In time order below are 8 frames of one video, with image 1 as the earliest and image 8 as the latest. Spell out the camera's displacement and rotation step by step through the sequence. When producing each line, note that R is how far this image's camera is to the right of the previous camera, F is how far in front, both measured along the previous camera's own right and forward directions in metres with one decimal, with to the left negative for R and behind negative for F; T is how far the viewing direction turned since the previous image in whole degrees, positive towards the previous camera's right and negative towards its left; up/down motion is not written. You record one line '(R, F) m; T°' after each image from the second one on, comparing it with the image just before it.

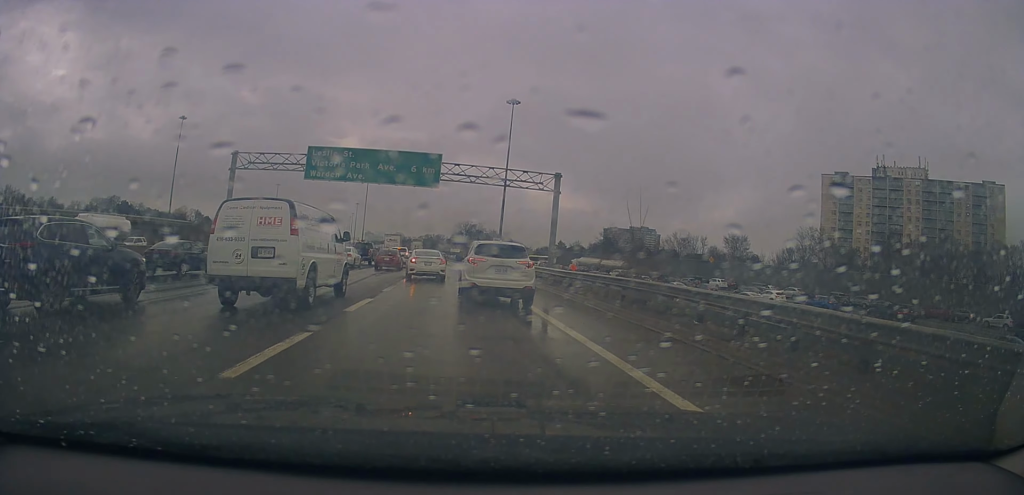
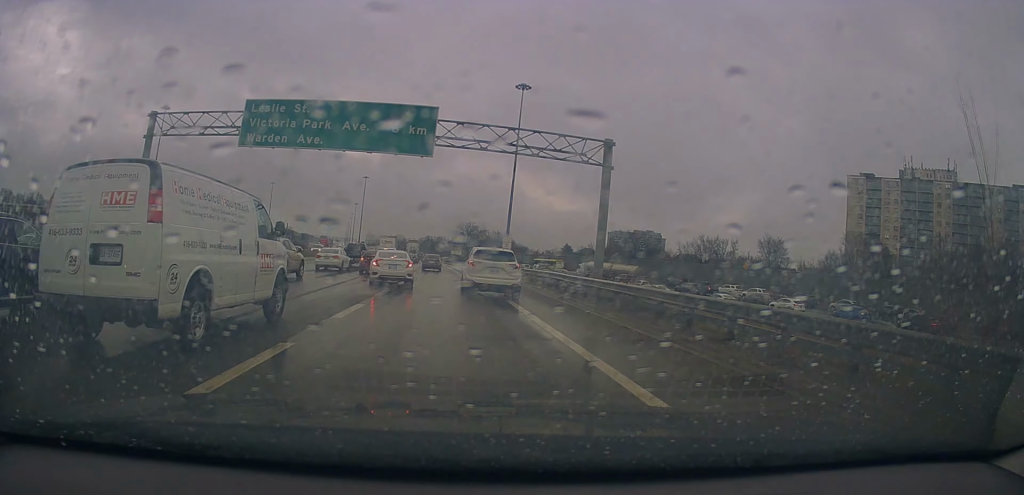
(-0.5, +13.4) m; -1°
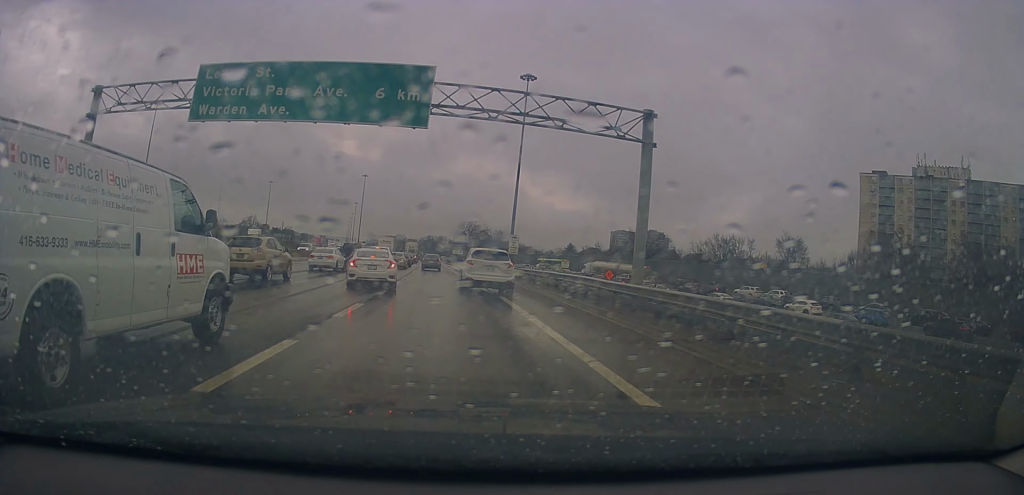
(+0.1, +5.6) m; 0°
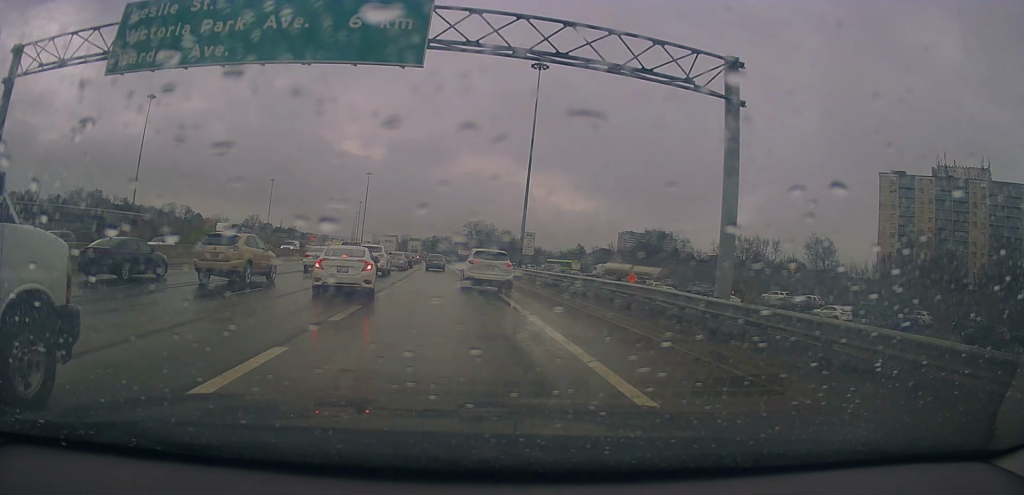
(+0.1, +6.2) m; 0°
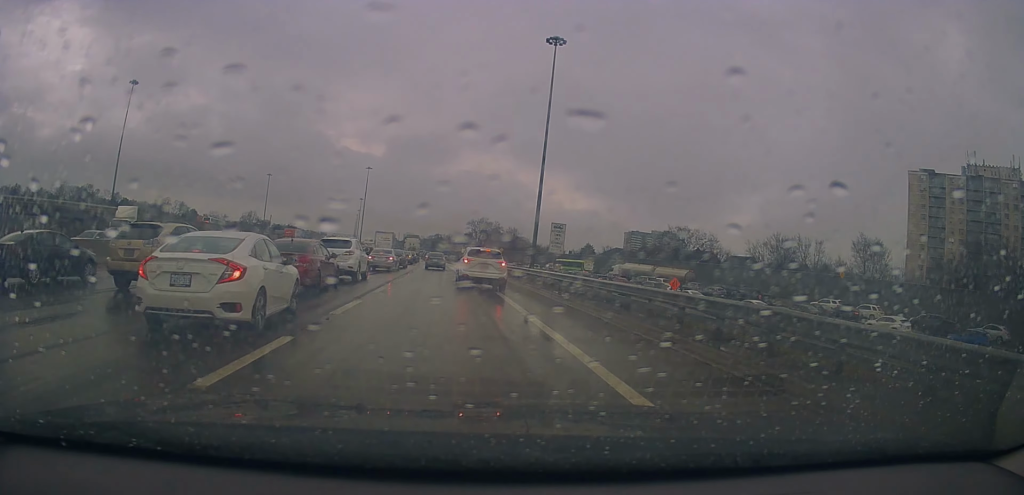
(-0.2, +11.1) m; -1°
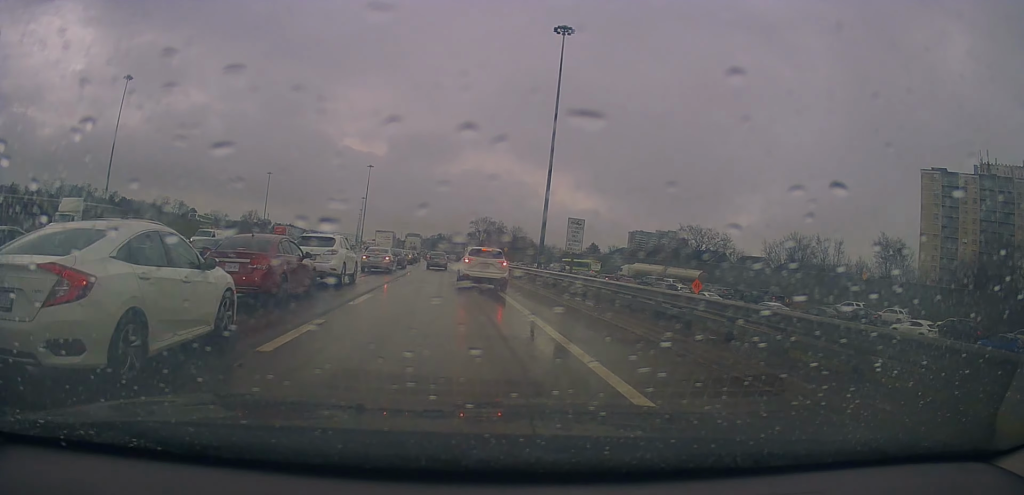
(+0.1, +4.2) m; 0°
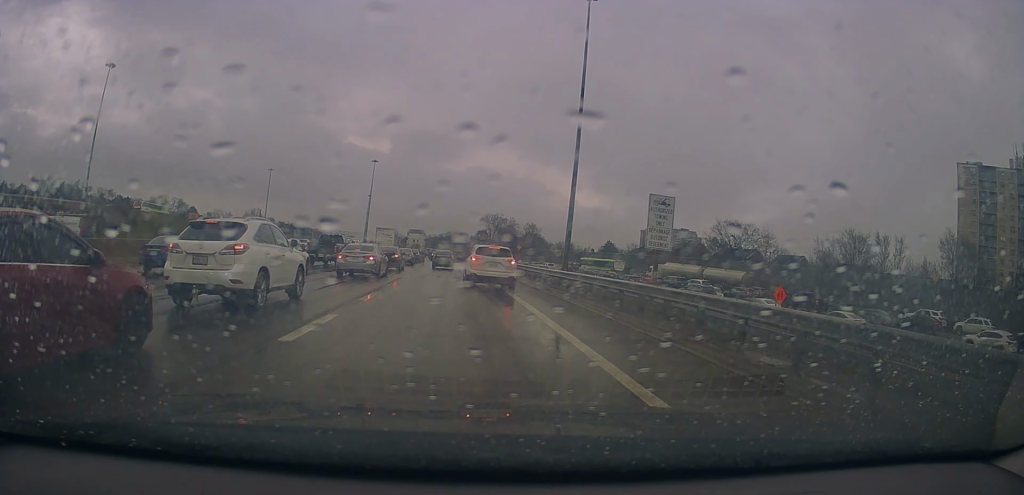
(-0.3, +11.6) m; -1°
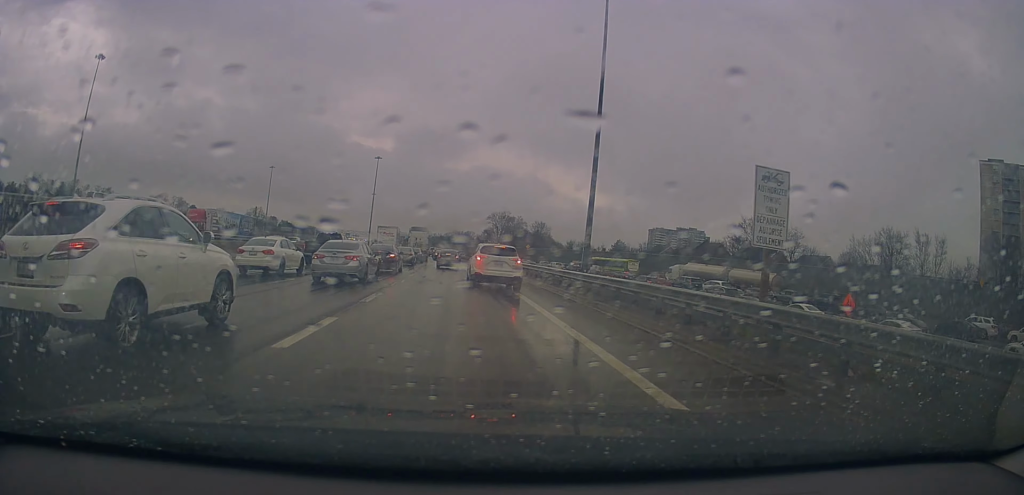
(+0.1, +7.0) m; -1°
